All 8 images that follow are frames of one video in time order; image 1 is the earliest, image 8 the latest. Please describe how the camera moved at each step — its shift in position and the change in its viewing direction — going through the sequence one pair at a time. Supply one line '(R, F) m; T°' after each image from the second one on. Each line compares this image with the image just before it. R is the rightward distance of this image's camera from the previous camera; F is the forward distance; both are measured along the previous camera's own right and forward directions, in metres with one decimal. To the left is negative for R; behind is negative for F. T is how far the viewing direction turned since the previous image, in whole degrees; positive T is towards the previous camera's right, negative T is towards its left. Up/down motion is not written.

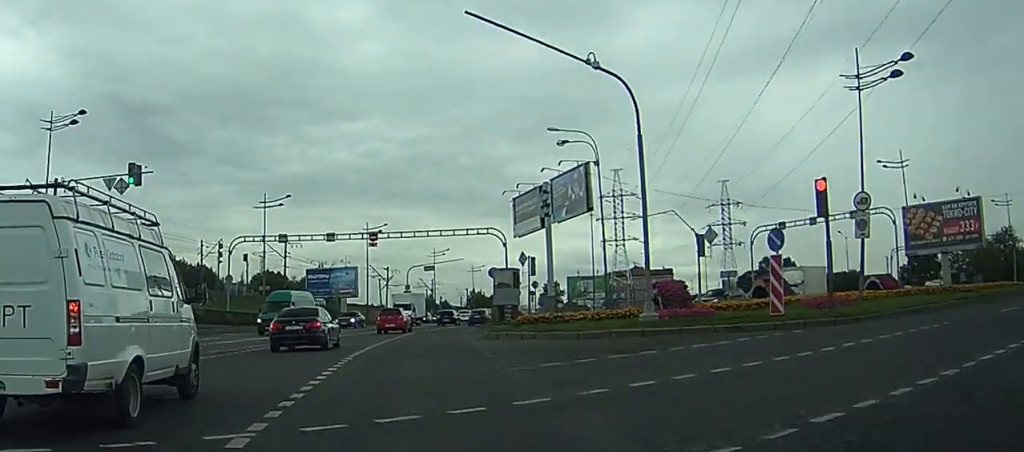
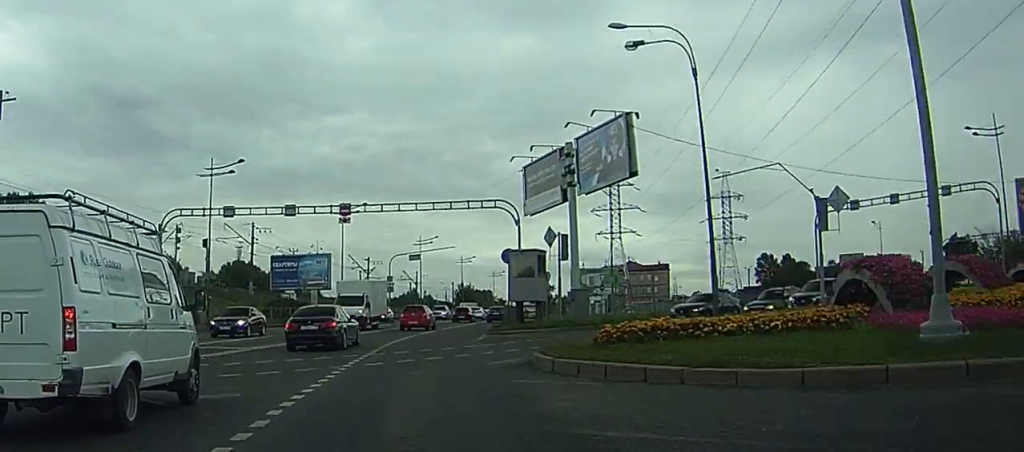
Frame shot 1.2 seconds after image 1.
(-0.2, +15.1) m; -1°
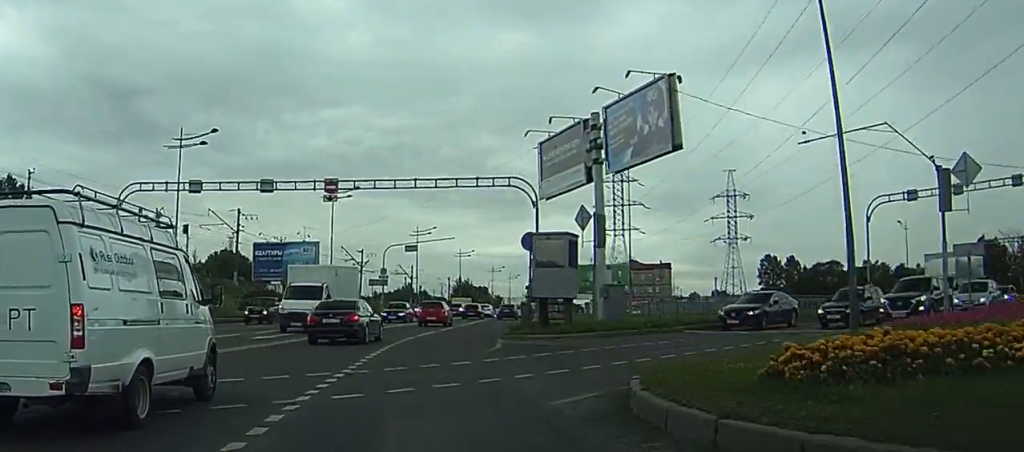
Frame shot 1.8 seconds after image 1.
(0.0, +7.8) m; 0°
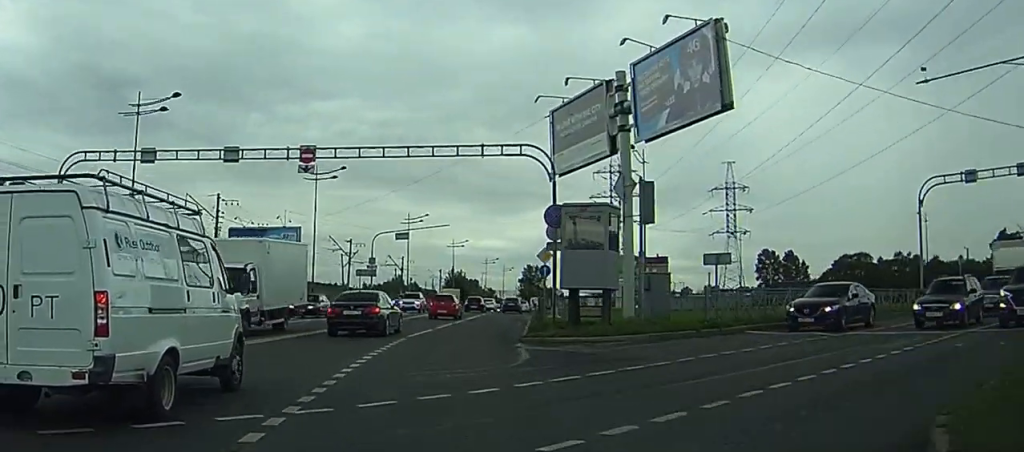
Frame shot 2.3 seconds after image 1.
(0.0, +7.1) m; +1°
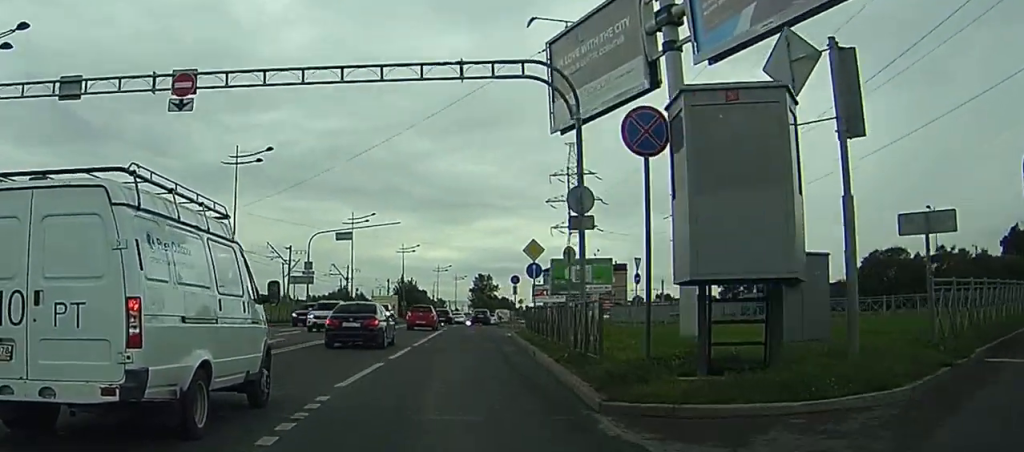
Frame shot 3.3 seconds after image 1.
(+0.2, +13.6) m; +2°
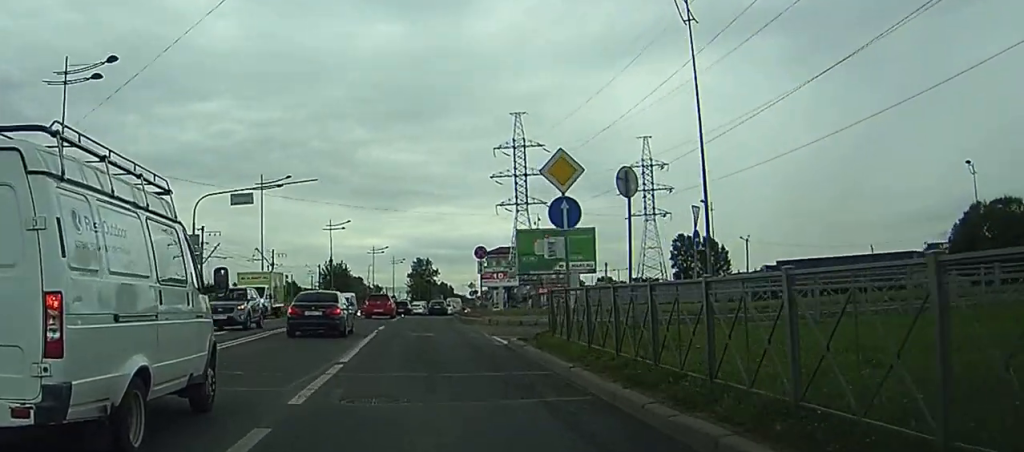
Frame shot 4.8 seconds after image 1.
(+0.5, +19.8) m; +3°
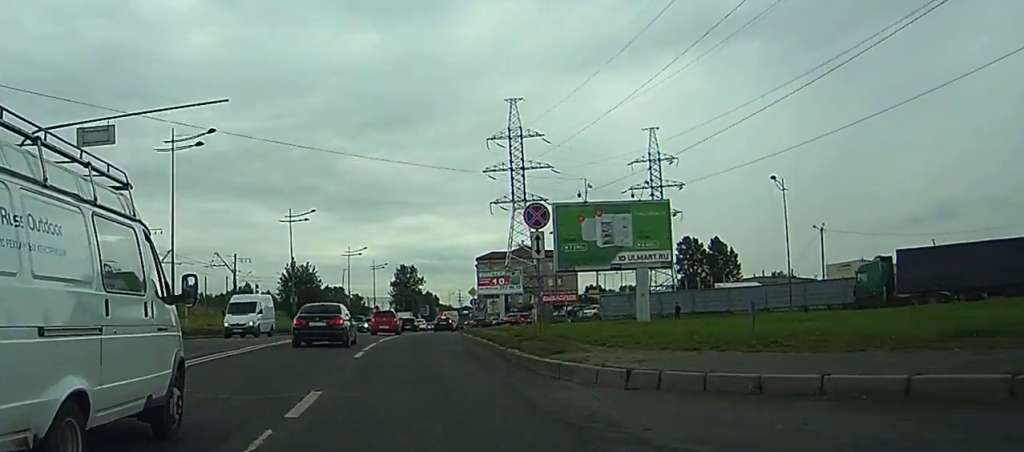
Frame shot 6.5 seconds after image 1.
(+0.6, +24.1) m; +2°
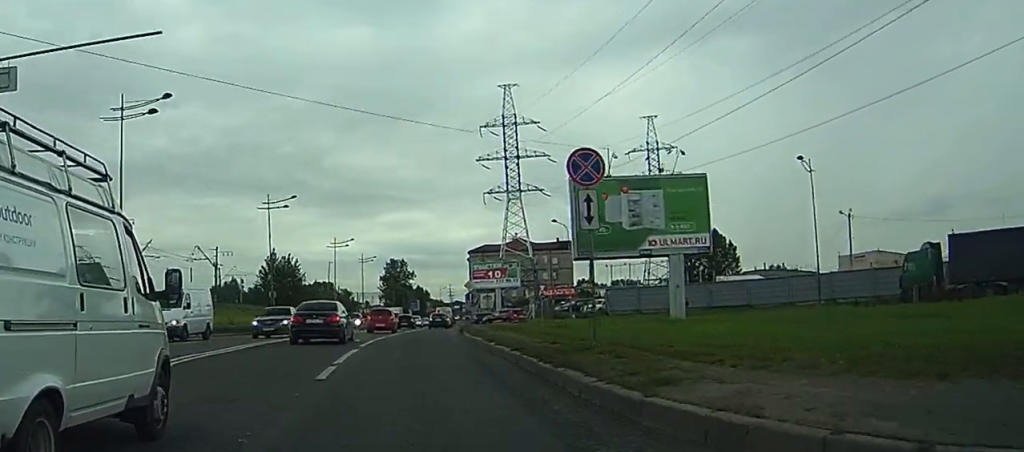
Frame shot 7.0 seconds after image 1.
(0.0, +7.4) m; 0°
